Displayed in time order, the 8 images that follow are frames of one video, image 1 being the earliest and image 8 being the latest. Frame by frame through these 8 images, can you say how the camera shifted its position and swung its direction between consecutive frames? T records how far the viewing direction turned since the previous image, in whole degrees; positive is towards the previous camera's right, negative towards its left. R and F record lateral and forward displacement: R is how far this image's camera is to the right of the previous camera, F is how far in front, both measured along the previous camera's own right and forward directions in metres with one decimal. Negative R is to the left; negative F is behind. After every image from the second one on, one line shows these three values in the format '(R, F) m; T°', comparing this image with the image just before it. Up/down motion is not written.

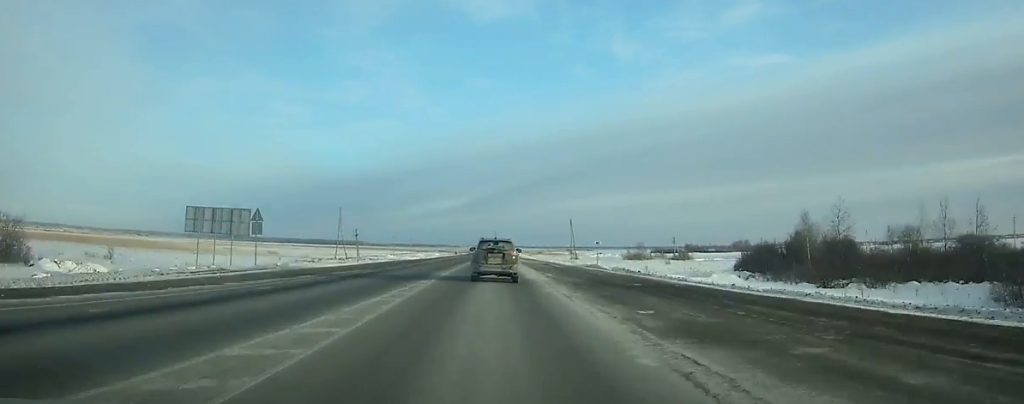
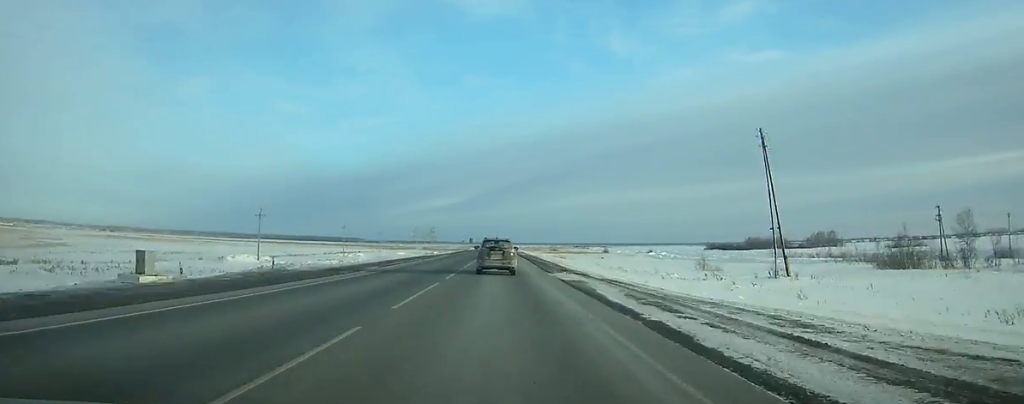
(+0.8, +143.7) m; 0°
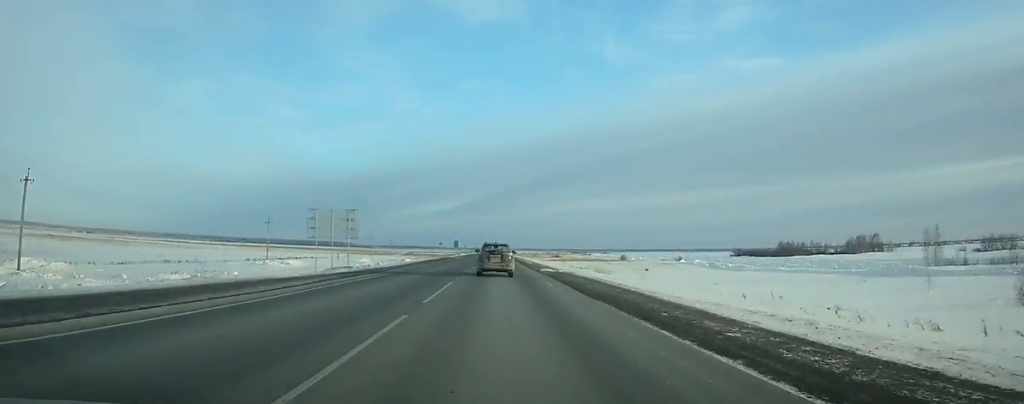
(+0.1, +57.9) m; 0°
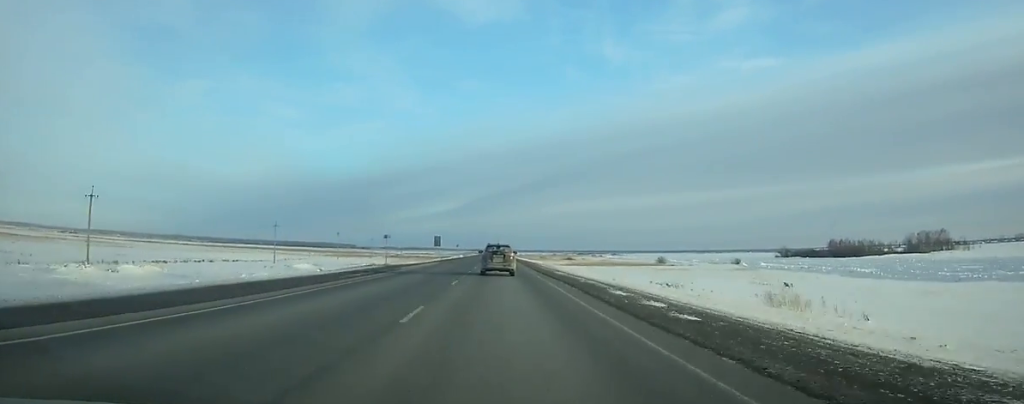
(+0.1, +59.0) m; 0°
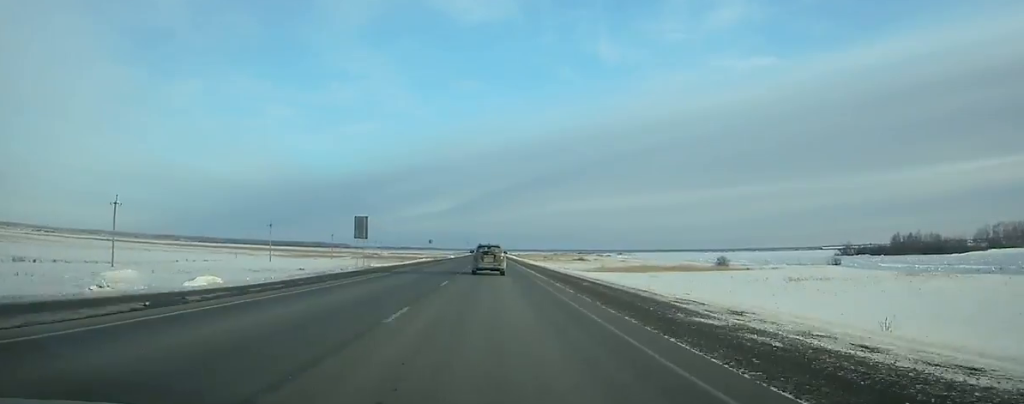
(+0.1, +60.0) m; 0°
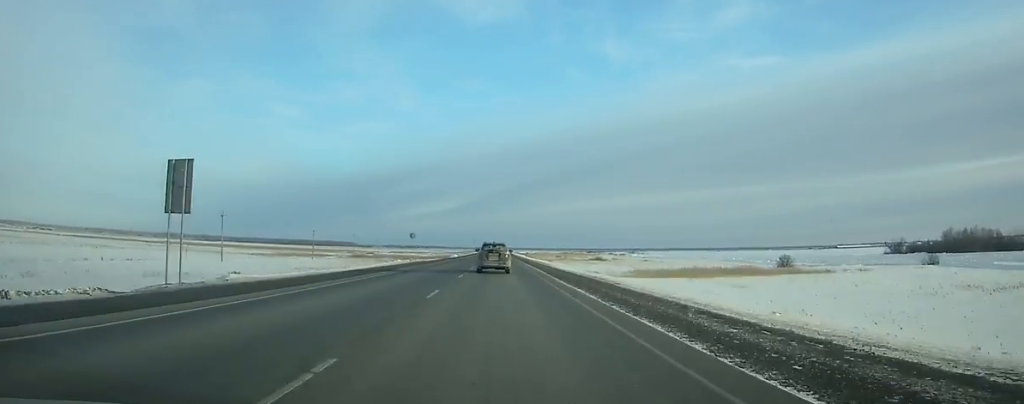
(-0.1, +30.6) m; 0°
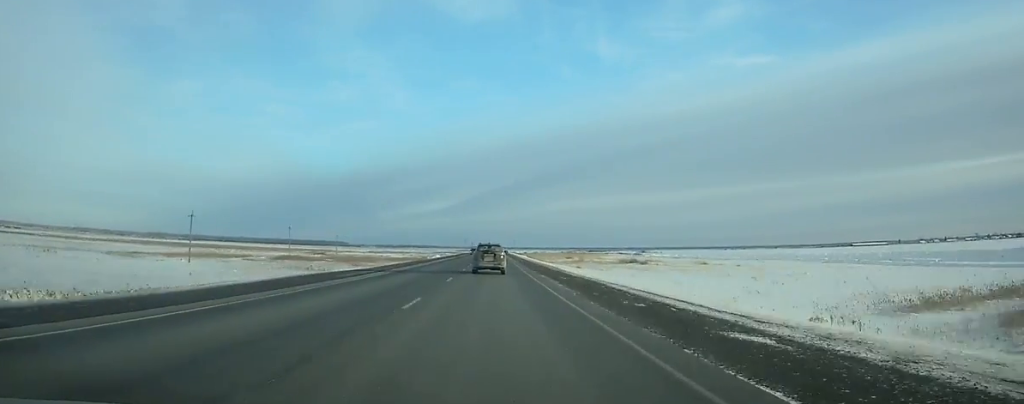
(0.0, +74.4) m; 0°
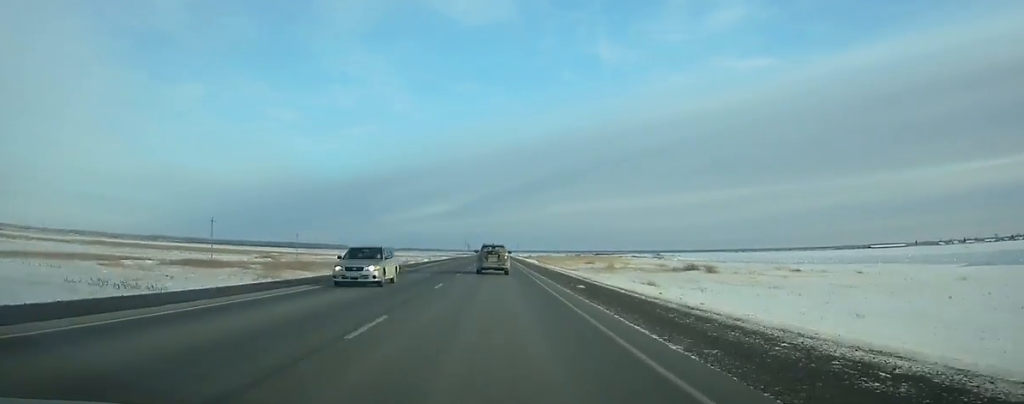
(0.0, +51.8) m; 0°
